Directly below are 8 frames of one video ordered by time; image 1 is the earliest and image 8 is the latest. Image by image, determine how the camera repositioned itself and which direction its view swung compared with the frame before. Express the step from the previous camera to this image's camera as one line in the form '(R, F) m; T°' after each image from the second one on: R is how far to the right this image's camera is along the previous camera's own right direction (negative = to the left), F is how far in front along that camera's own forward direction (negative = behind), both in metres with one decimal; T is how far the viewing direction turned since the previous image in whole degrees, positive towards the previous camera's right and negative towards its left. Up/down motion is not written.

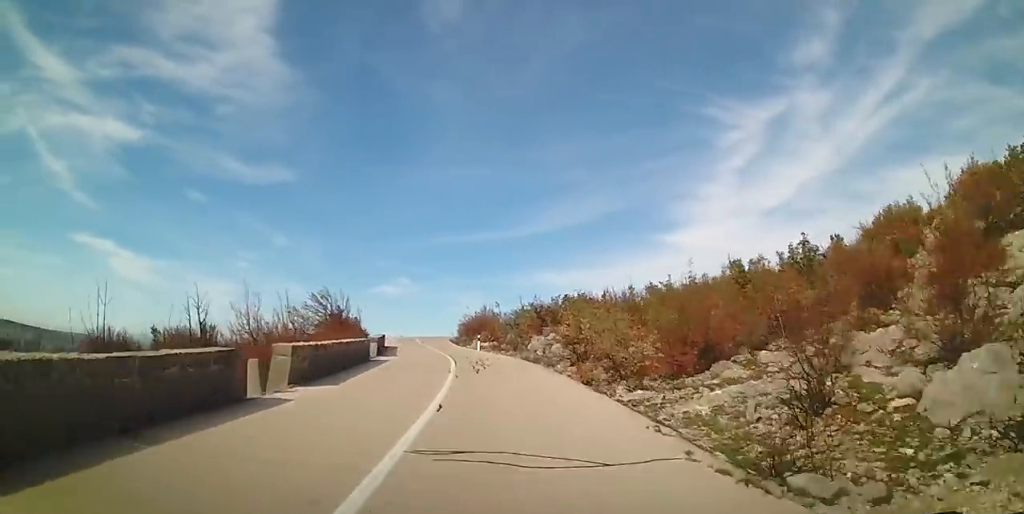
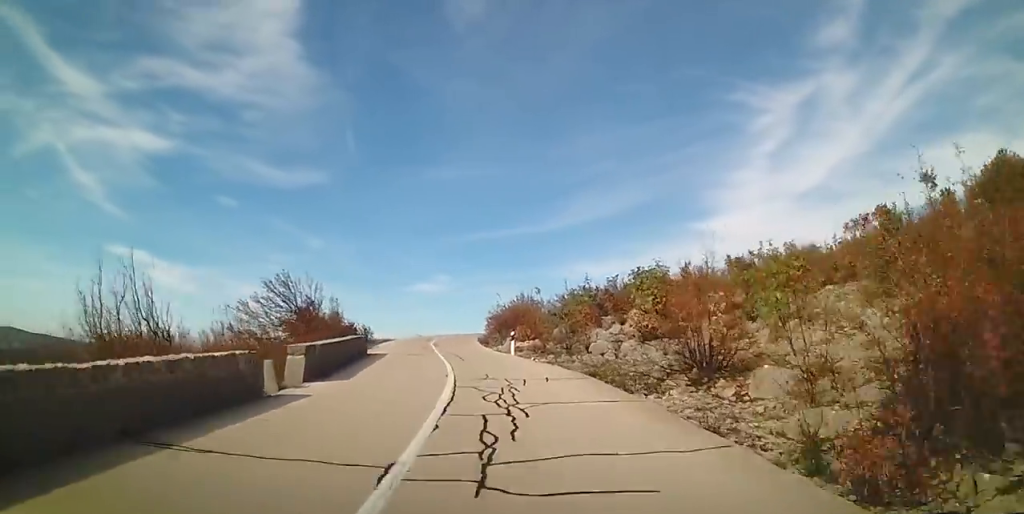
(0.0, +12.3) m; -3°
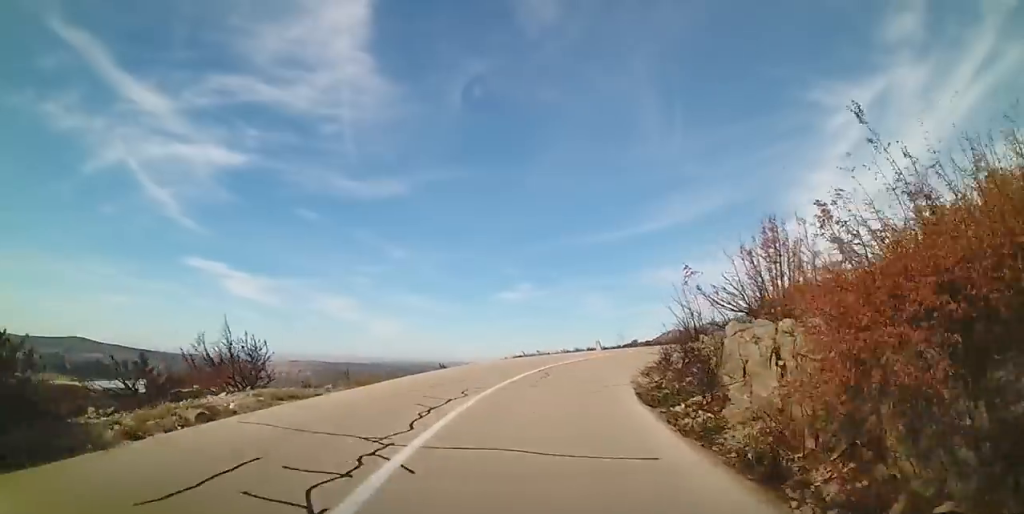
(-0.3, +30.1) m; +3°
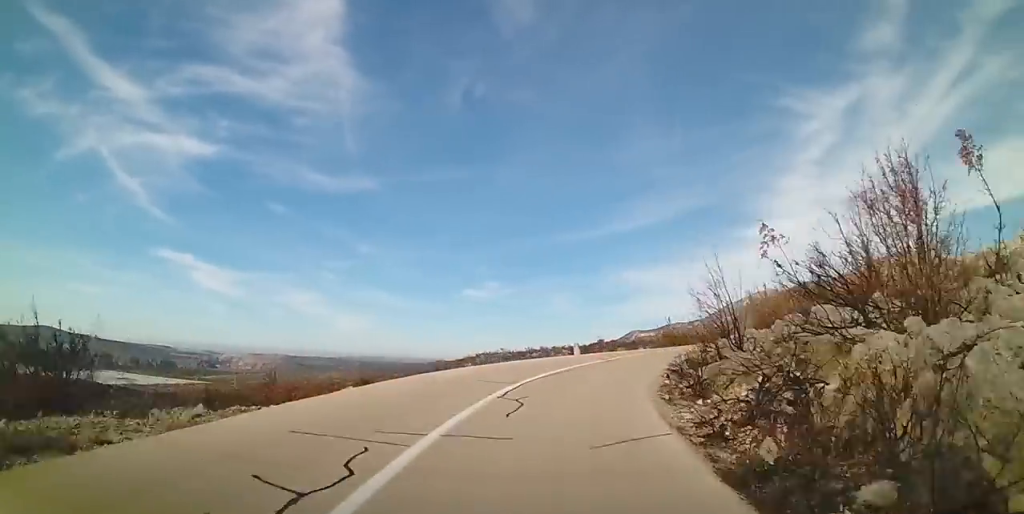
(0.0, +5.2) m; 0°
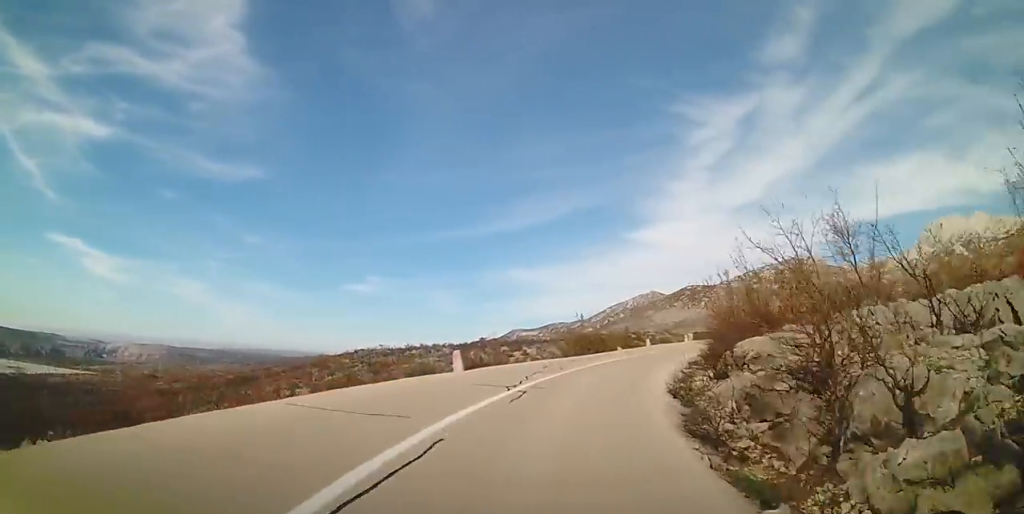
(0.0, +10.1) m; 0°
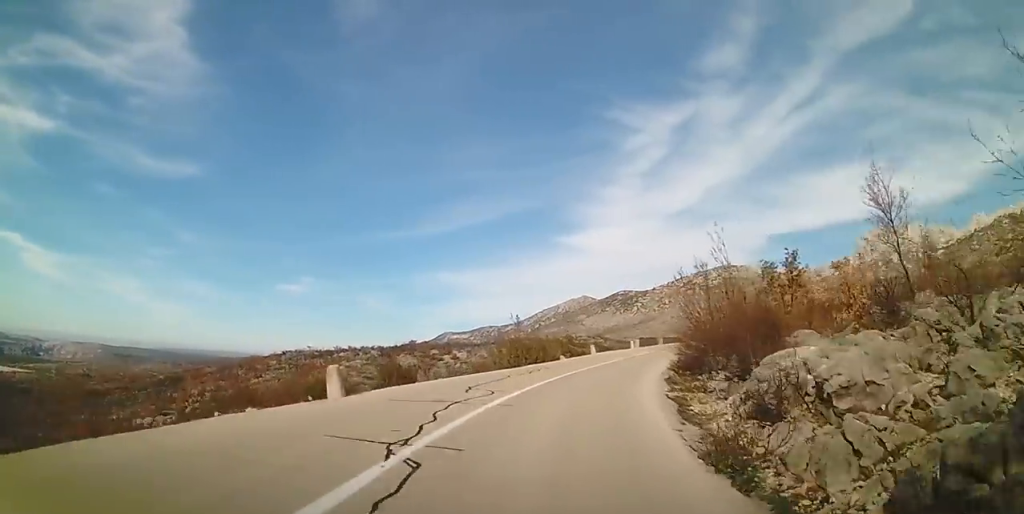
(0.0, +5.1) m; +1°
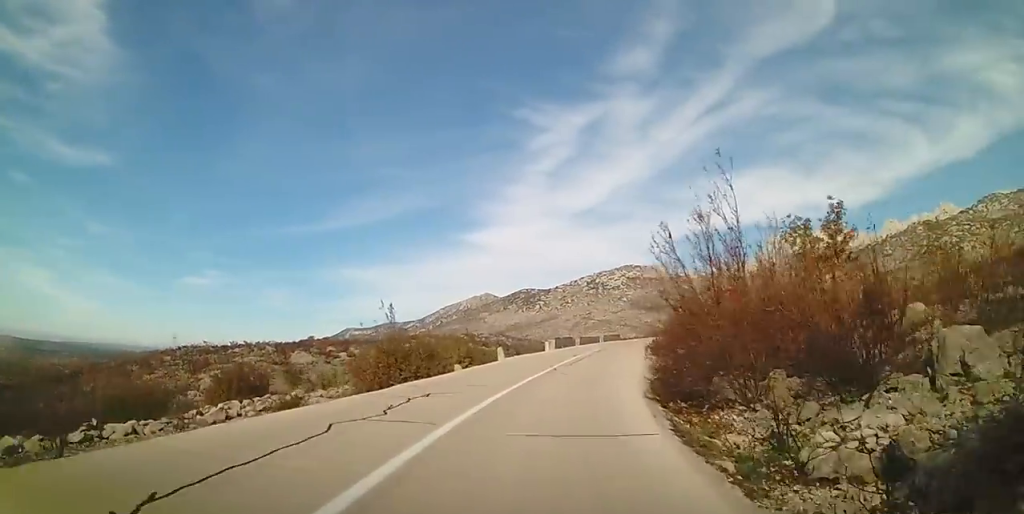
(+0.1, +8.0) m; +8°
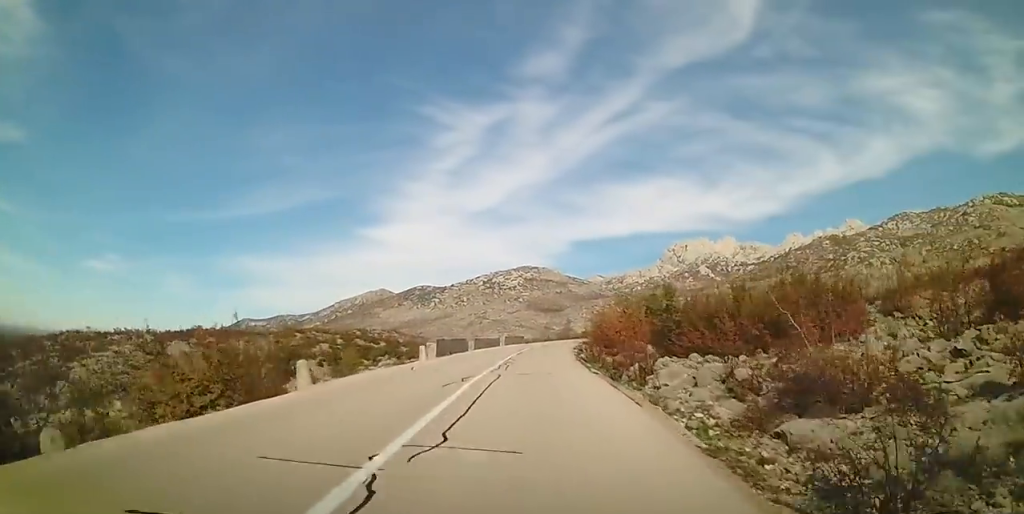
(+1.9, +12.0) m; +16°
